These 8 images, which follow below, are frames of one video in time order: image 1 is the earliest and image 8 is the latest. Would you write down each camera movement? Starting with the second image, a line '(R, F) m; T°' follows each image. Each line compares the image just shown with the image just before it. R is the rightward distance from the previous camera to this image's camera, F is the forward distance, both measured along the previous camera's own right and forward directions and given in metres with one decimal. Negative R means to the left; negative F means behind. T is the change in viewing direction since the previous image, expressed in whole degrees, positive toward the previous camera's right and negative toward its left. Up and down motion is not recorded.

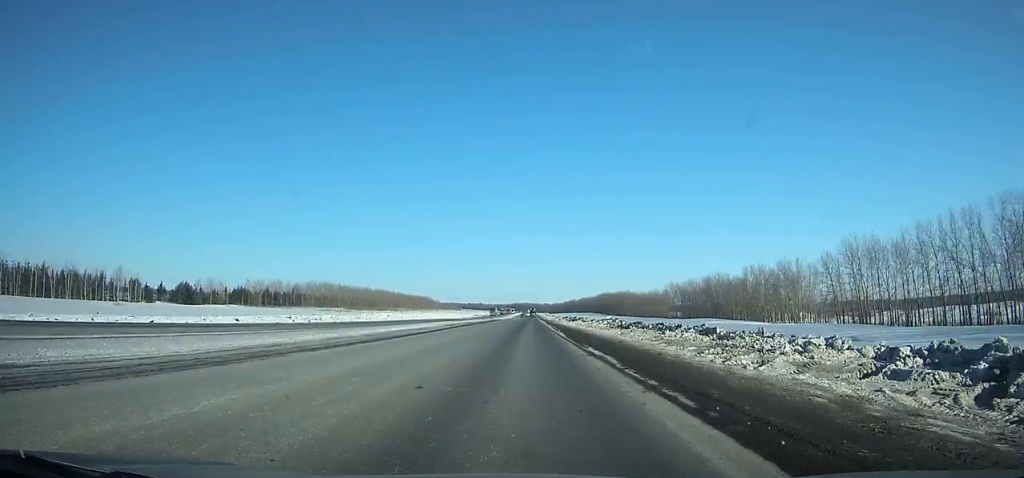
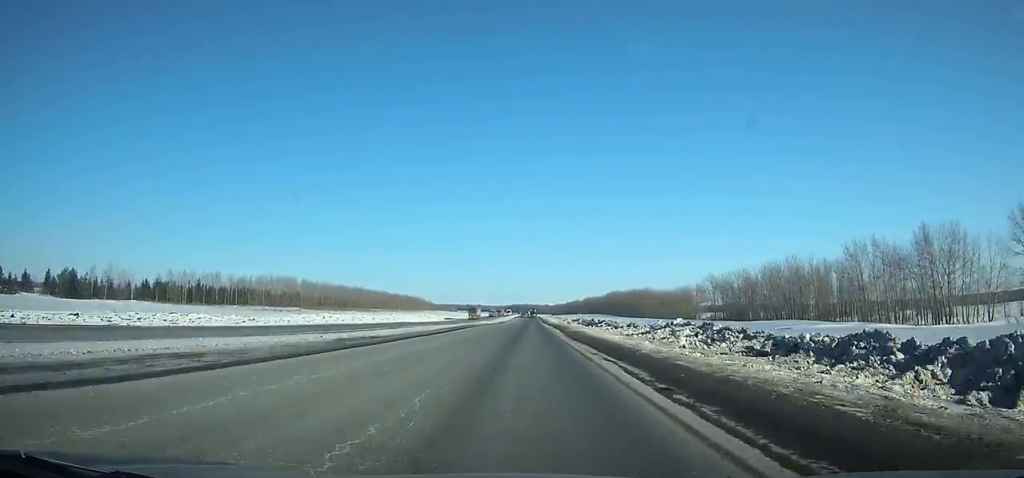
(+0.1, +49.5) m; 0°
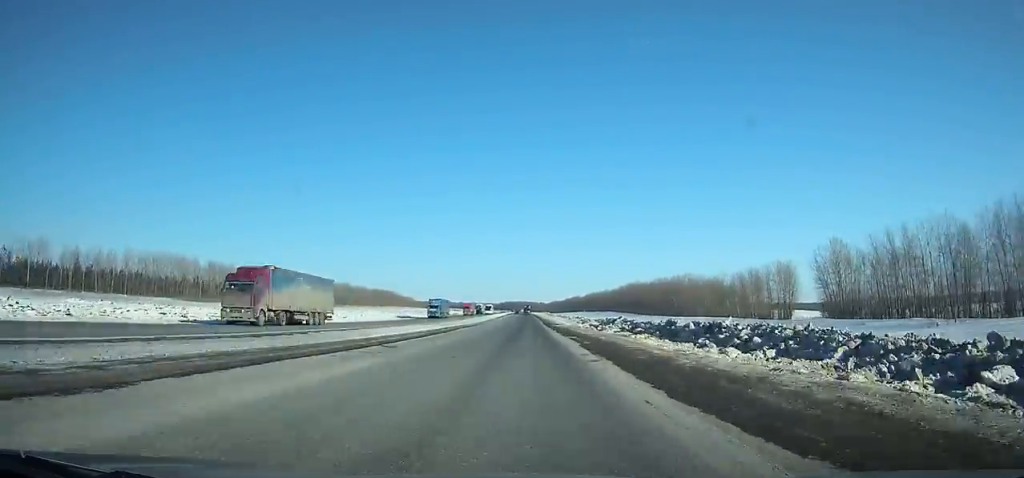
(+0.3, +71.6) m; 0°
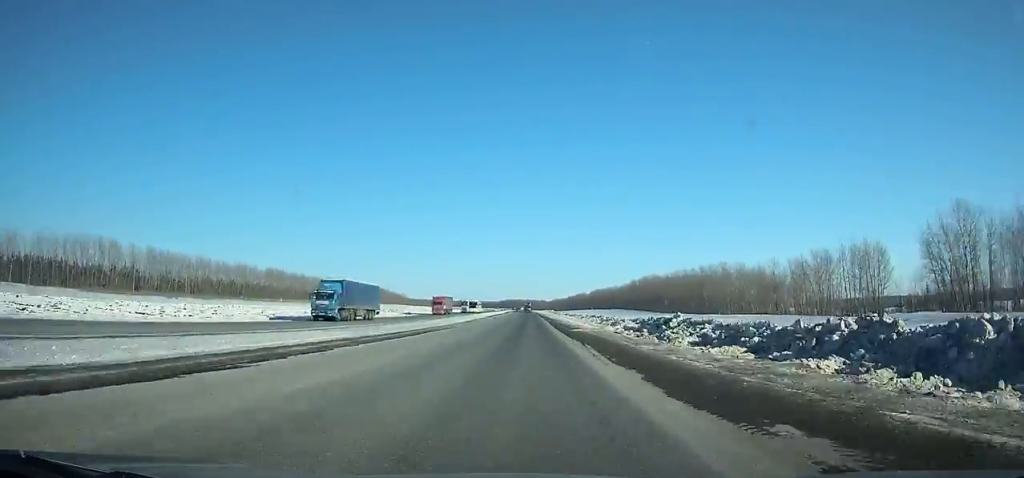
(0.0, +30.8) m; 0°
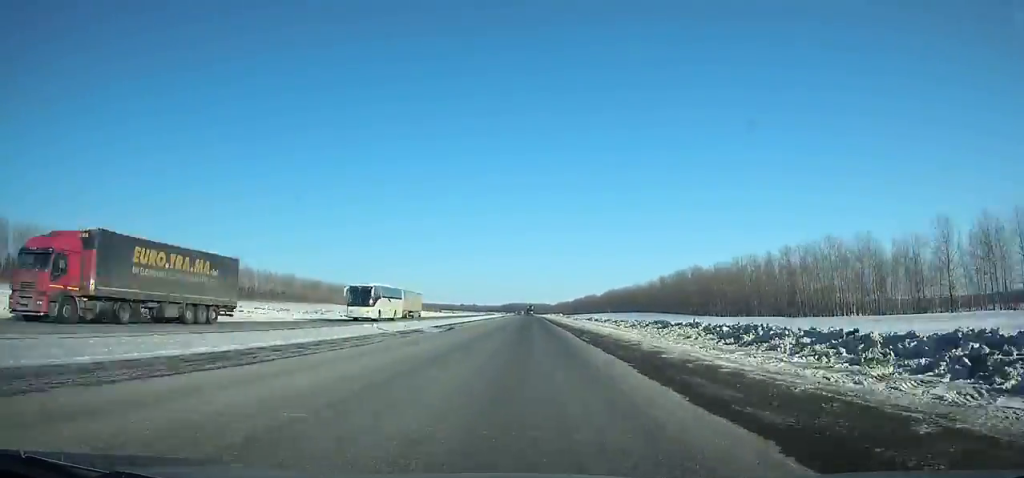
(-0.1, +51.5) m; 0°
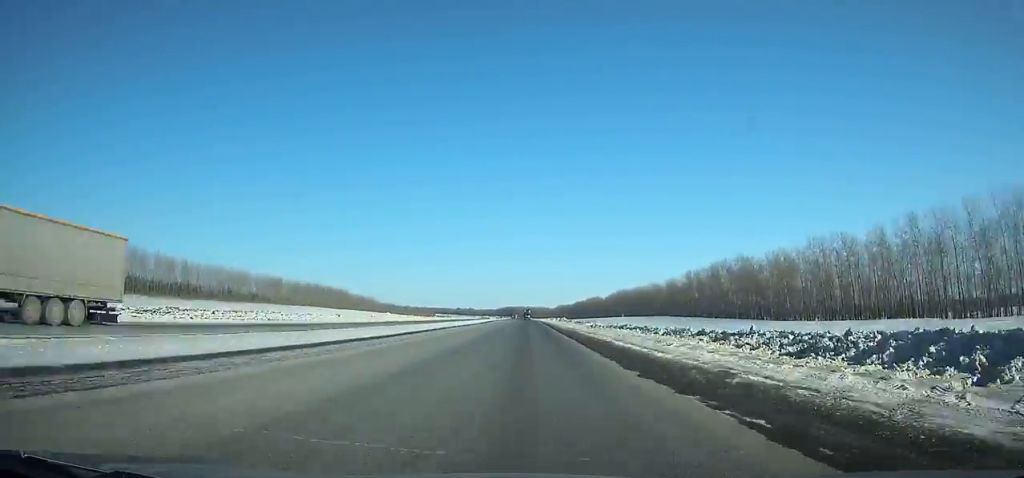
(0.0, +40.9) m; 0°
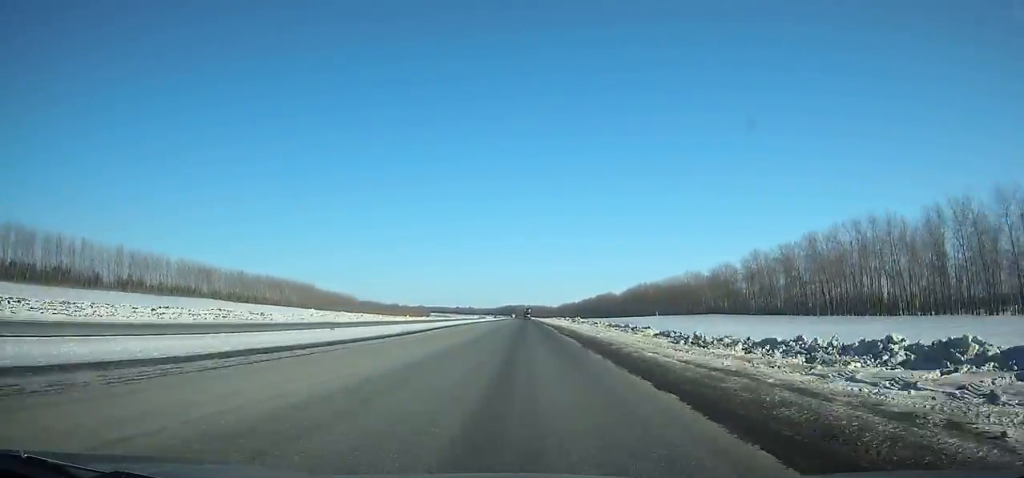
(0.0, +52.9) m; 0°
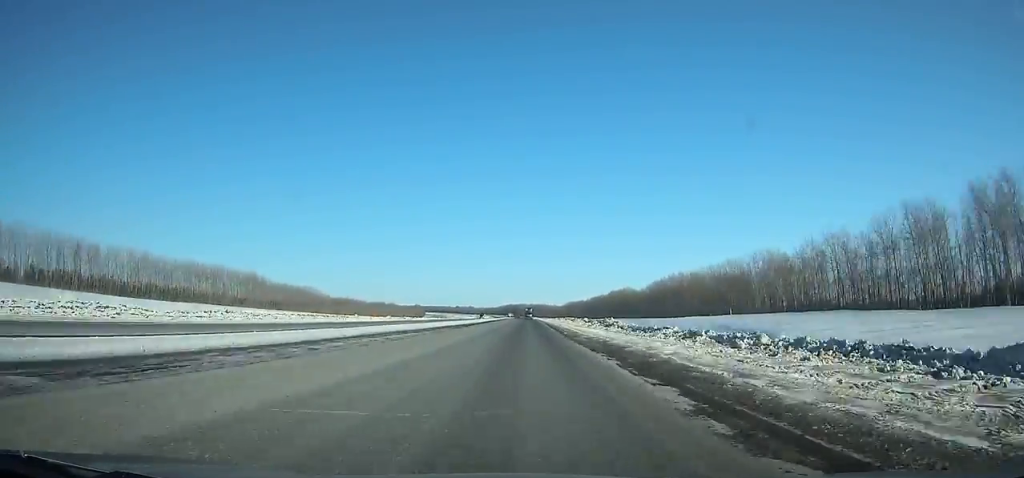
(-0.1, +53.9) m; 0°
